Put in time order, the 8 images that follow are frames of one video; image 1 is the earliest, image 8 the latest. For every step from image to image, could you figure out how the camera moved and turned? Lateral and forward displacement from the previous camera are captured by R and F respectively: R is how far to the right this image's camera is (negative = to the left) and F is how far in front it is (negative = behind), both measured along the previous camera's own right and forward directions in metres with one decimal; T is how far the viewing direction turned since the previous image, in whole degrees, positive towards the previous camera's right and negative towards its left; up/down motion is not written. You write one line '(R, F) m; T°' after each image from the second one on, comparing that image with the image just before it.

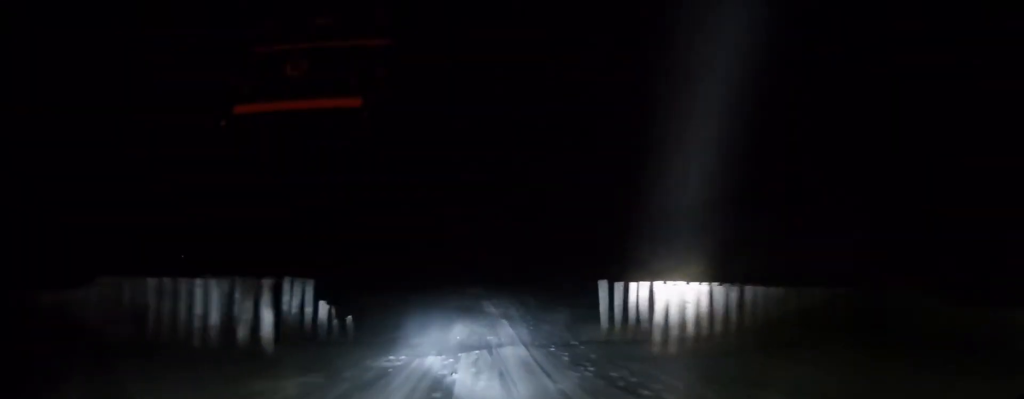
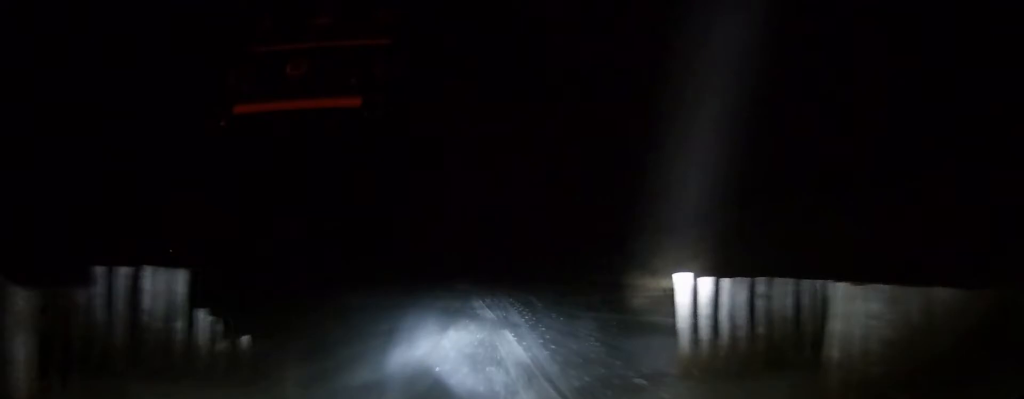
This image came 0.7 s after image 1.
(0.0, +6.1) m; 0°
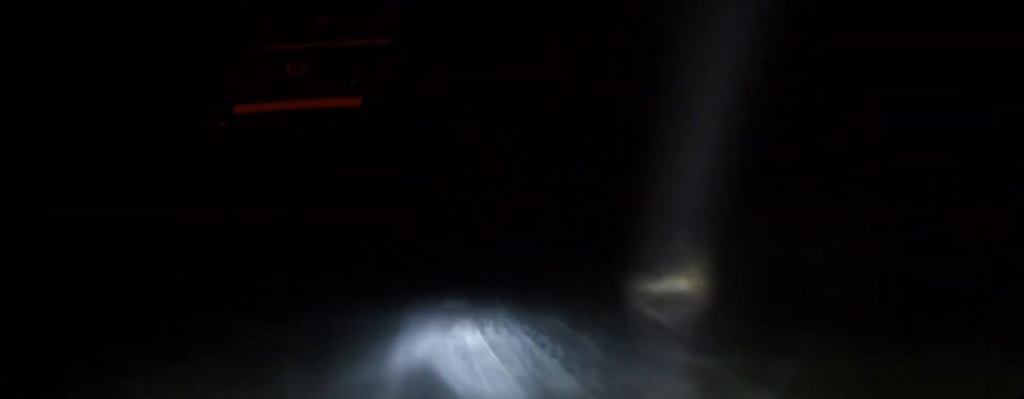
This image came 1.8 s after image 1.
(0.0, +10.2) m; 0°
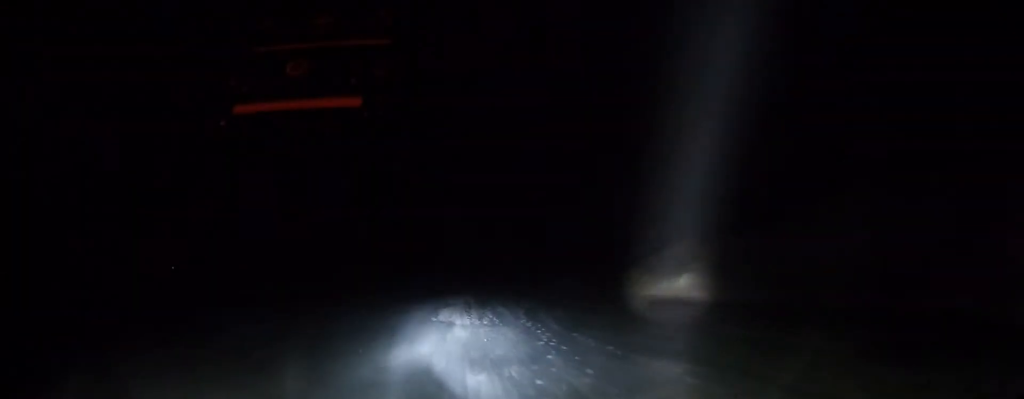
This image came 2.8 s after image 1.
(+0.1, +9.8) m; +2°
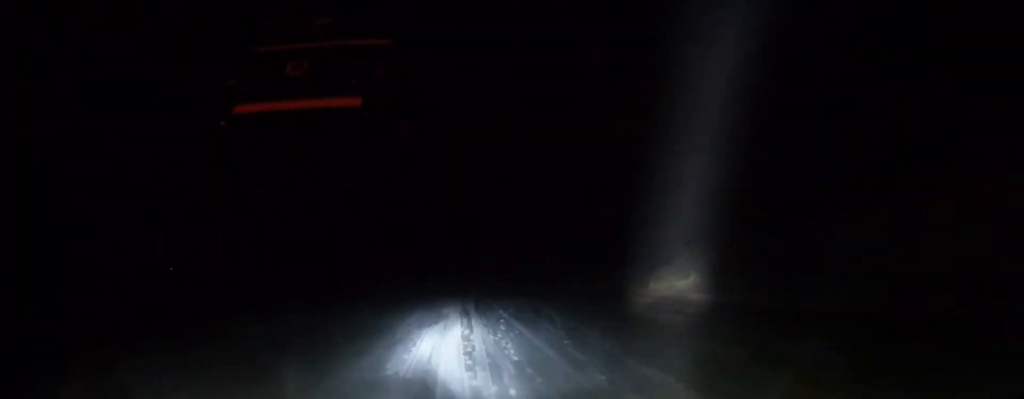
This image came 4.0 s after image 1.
(+0.2, +11.5) m; +1°
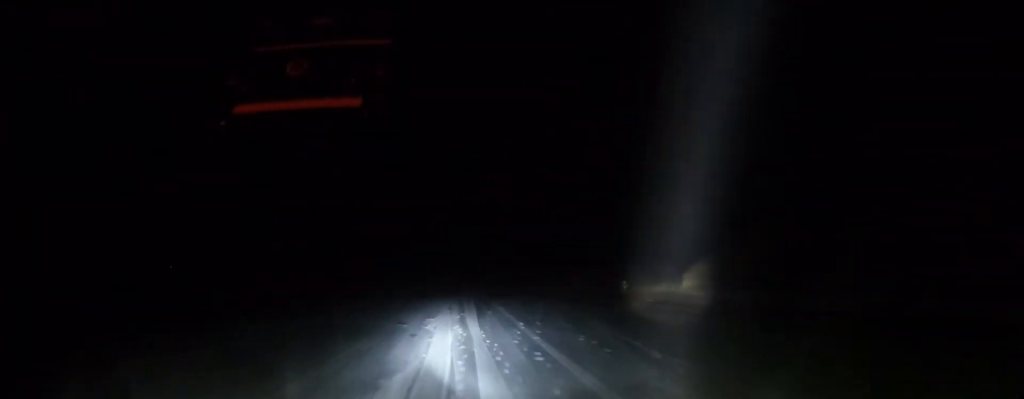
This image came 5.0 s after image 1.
(-0.1, +10.8) m; -1°
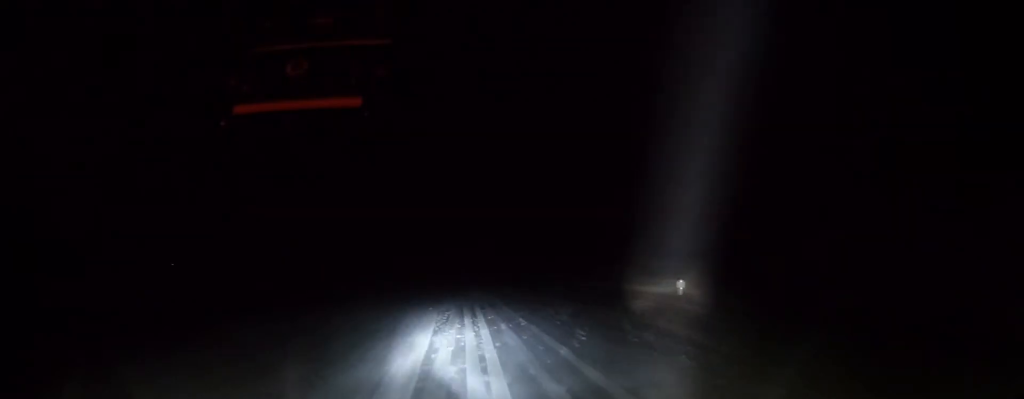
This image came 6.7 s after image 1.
(-0.1, +18.3) m; 0°
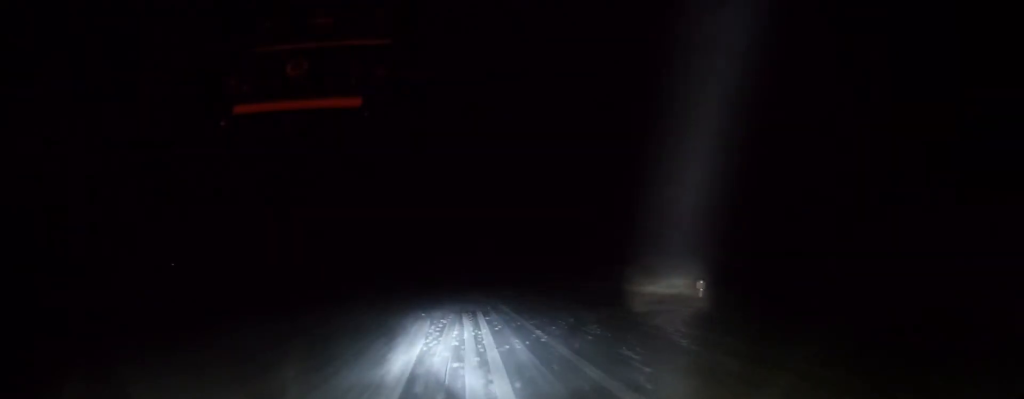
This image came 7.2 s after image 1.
(+0.1, +4.8) m; -1°
